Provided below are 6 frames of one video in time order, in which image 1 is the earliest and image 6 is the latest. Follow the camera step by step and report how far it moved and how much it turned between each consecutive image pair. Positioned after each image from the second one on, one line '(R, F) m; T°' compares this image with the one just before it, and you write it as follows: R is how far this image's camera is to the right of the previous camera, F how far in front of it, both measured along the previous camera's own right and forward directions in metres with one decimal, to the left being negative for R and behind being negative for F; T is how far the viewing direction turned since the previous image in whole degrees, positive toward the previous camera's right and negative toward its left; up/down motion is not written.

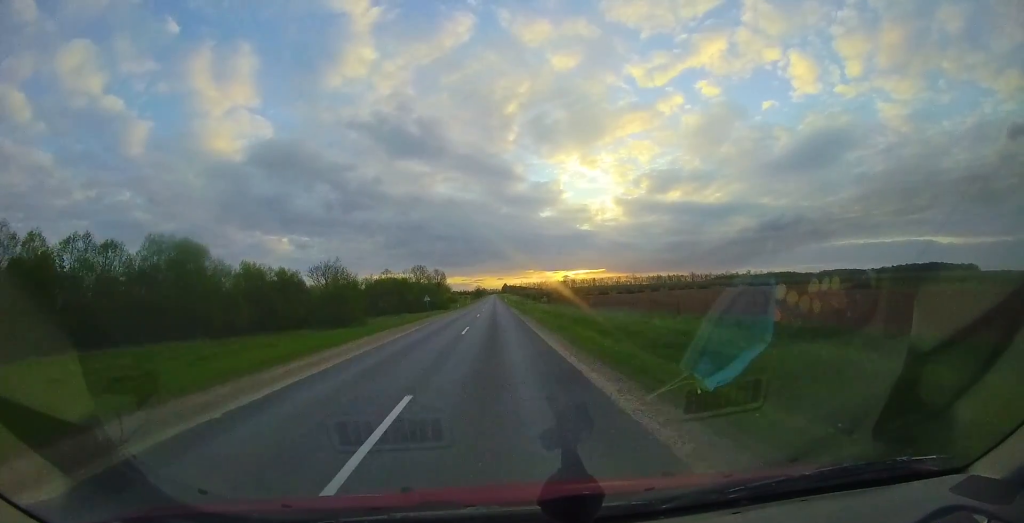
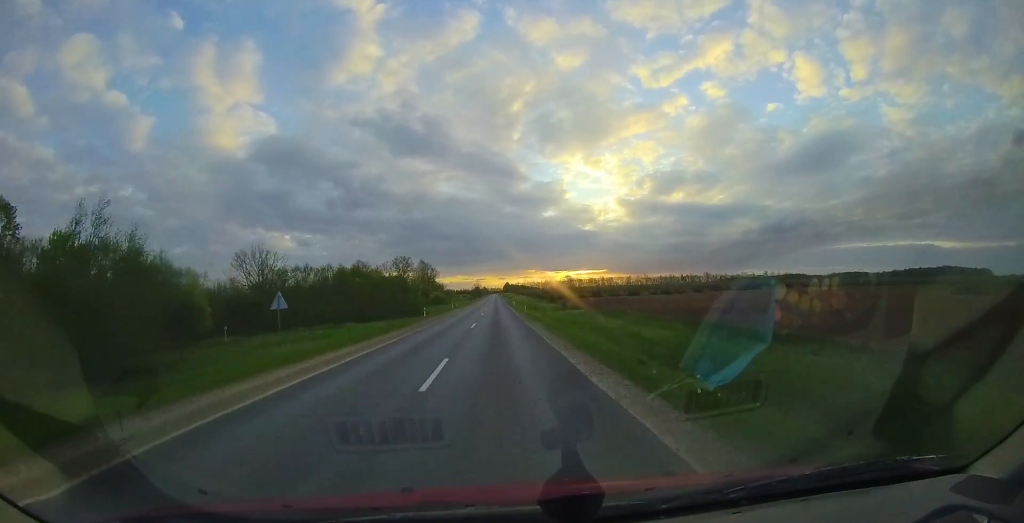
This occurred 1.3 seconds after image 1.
(-0.3, +32.1) m; 0°
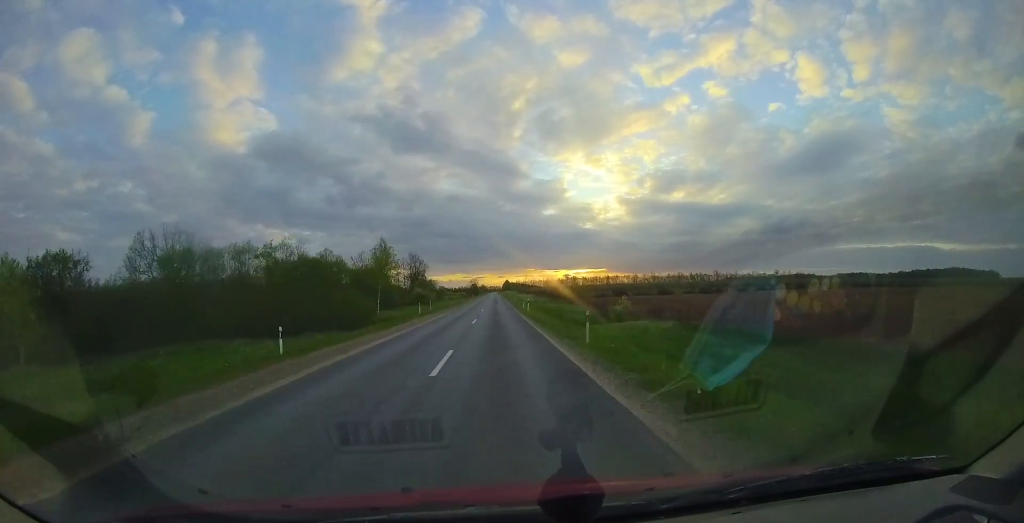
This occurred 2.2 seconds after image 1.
(+0.2, +22.9) m; 0°
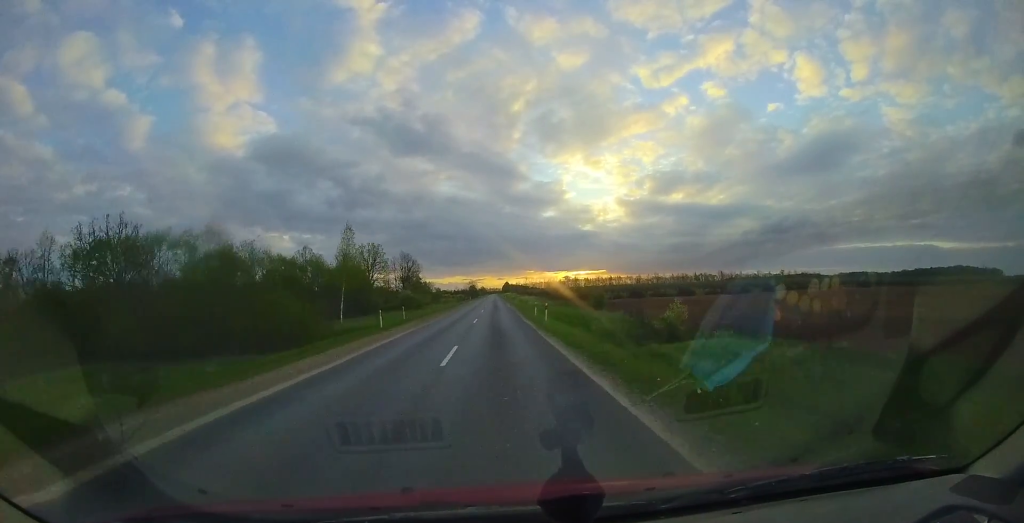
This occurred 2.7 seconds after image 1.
(+0.1, +10.6) m; 0°
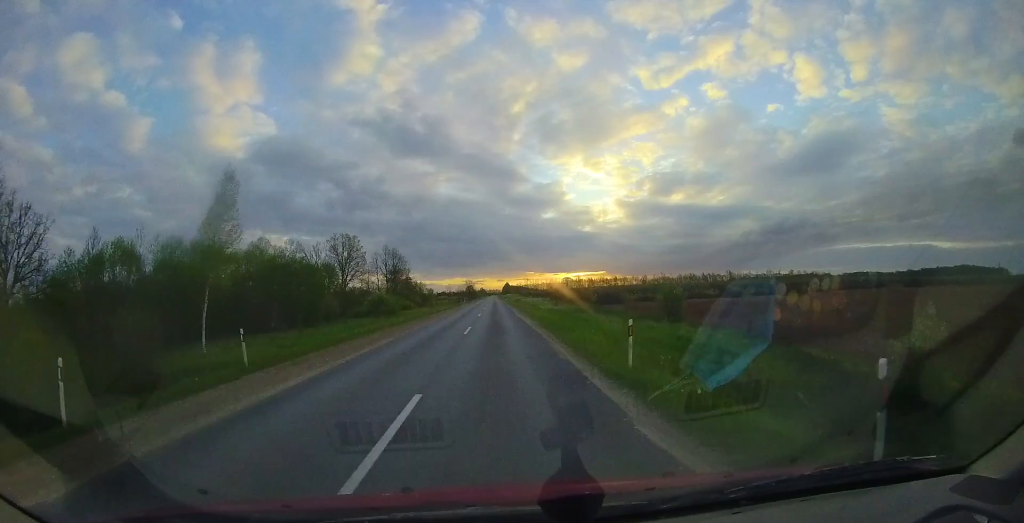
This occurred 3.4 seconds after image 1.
(-0.2, +16.8) m; -1°
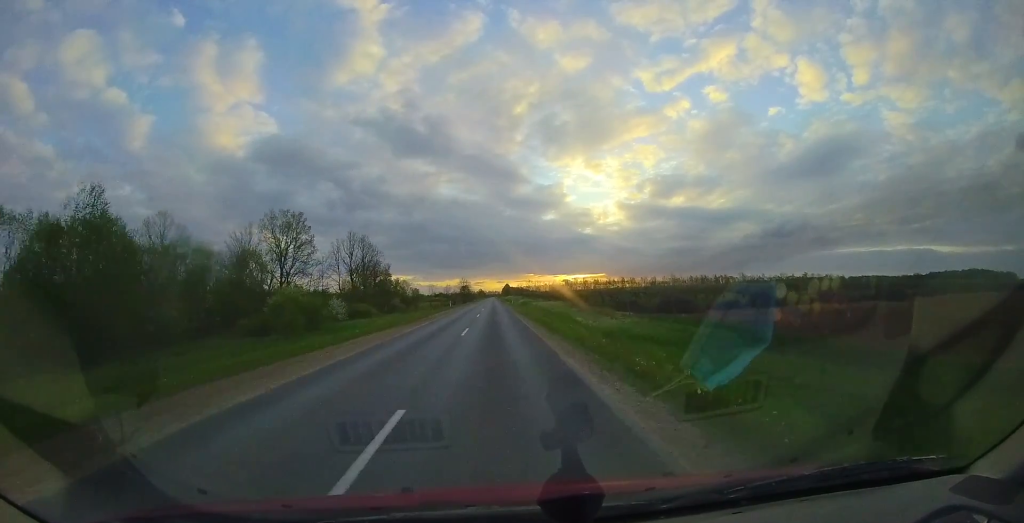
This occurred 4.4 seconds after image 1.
(-0.5, +24.5) m; -1°
